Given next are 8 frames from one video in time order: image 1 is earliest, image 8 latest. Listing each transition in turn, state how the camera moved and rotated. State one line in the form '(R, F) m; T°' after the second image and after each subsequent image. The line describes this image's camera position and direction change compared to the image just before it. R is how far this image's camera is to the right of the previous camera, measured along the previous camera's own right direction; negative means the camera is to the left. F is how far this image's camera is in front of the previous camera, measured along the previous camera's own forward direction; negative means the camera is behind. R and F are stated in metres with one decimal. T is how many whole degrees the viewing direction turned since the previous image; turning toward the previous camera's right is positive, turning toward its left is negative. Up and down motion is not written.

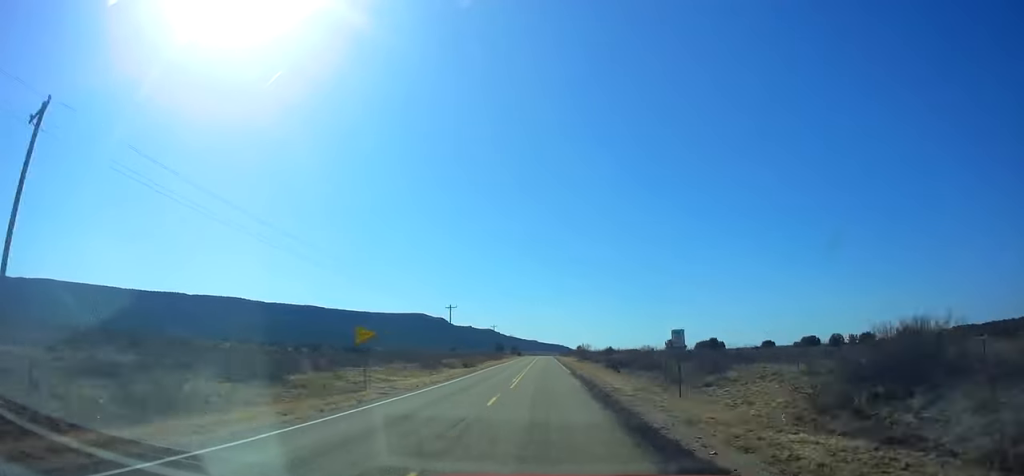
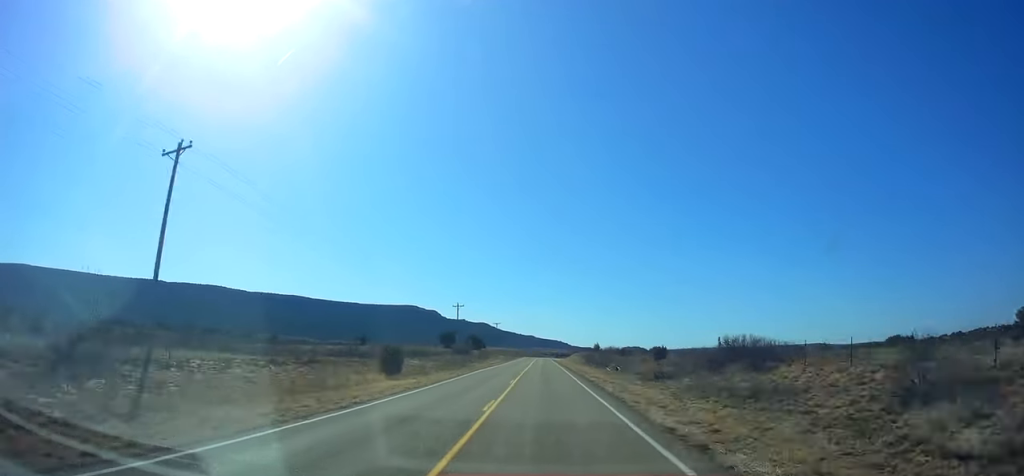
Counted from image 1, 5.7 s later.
(-1.5, +173.0) m; -1°
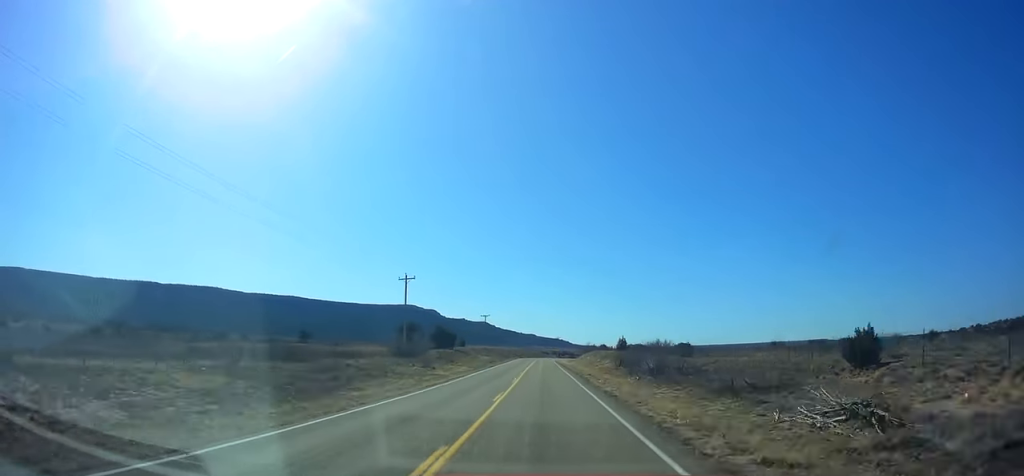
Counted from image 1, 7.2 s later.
(-0.1, +45.3) m; 0°
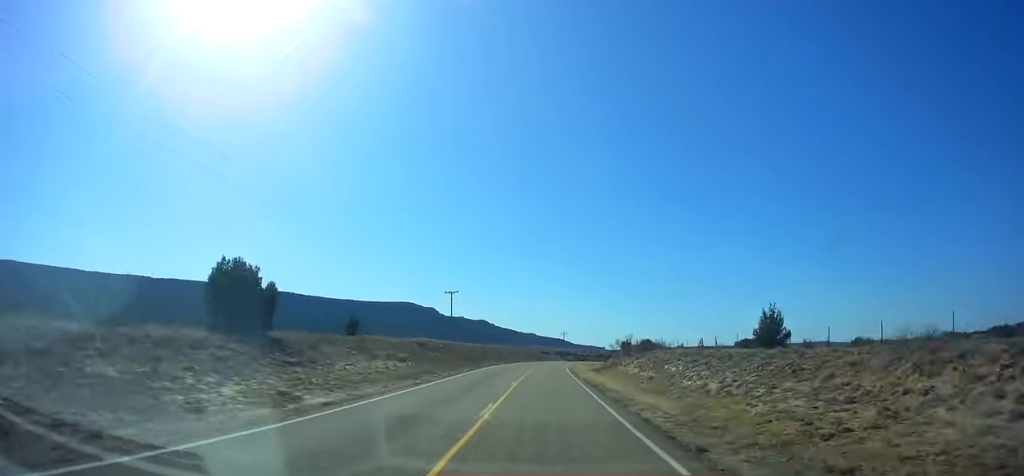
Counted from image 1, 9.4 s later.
(+0.2, +66.3) m; +1°
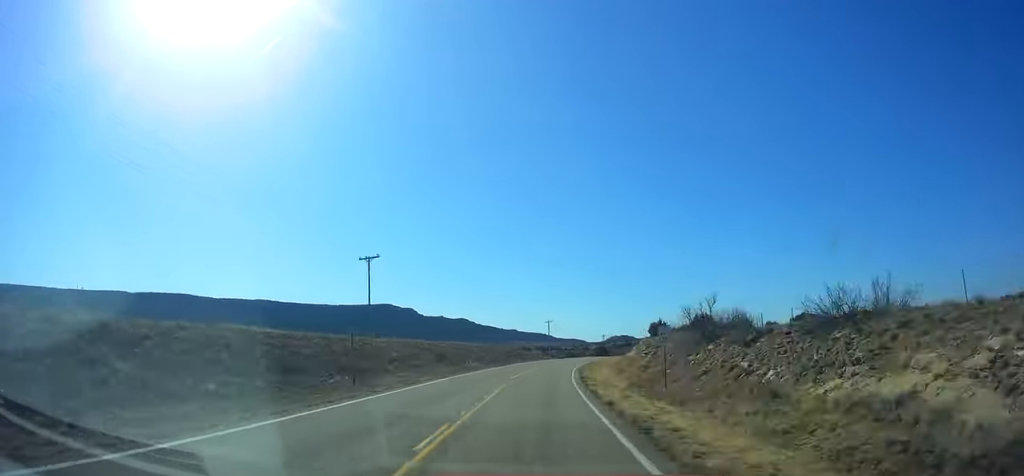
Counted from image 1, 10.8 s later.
(+0.4, +42.0) m; +2°
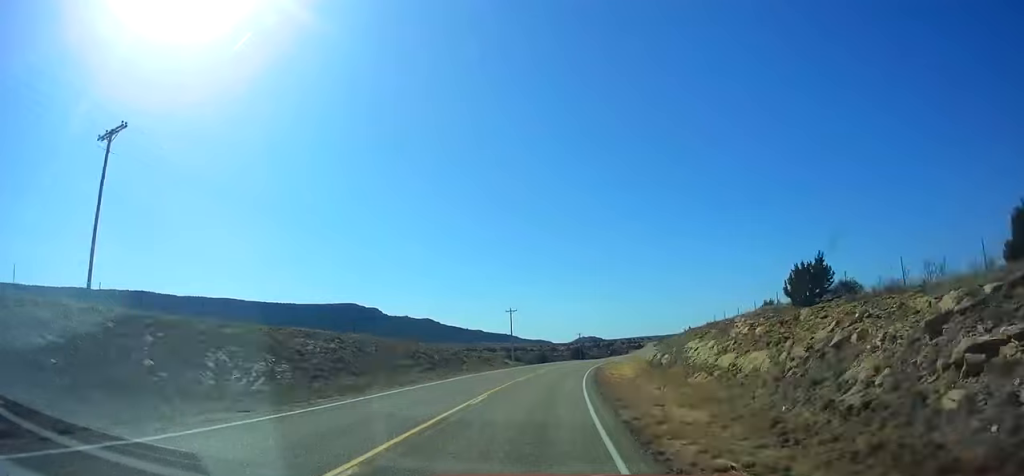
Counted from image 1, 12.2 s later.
(-1.2, +41.9) m; +3°
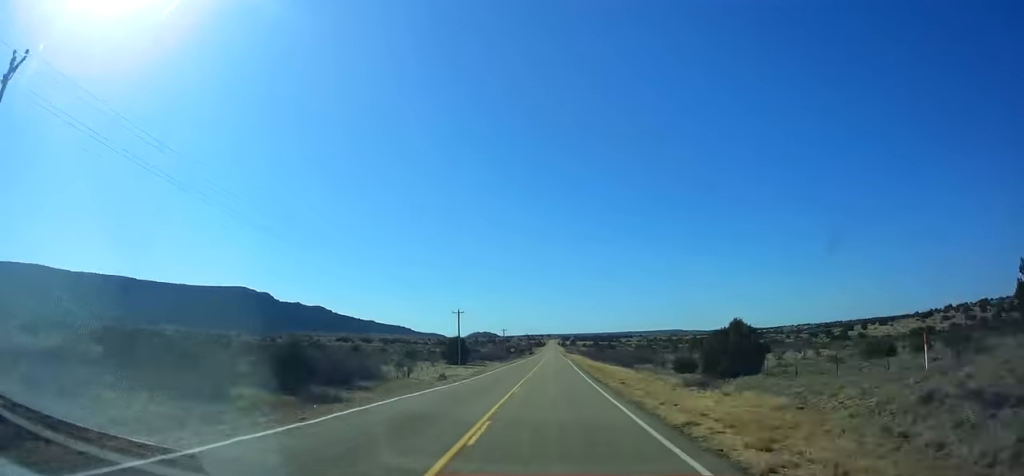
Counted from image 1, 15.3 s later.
(+7.3, +92.8) m; +7°
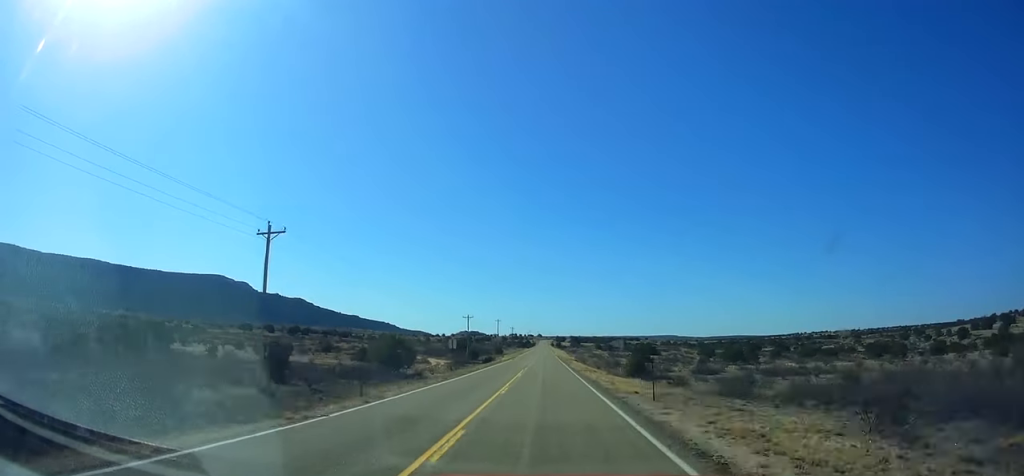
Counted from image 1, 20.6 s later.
(+7.7, +160.9) m; +3°
